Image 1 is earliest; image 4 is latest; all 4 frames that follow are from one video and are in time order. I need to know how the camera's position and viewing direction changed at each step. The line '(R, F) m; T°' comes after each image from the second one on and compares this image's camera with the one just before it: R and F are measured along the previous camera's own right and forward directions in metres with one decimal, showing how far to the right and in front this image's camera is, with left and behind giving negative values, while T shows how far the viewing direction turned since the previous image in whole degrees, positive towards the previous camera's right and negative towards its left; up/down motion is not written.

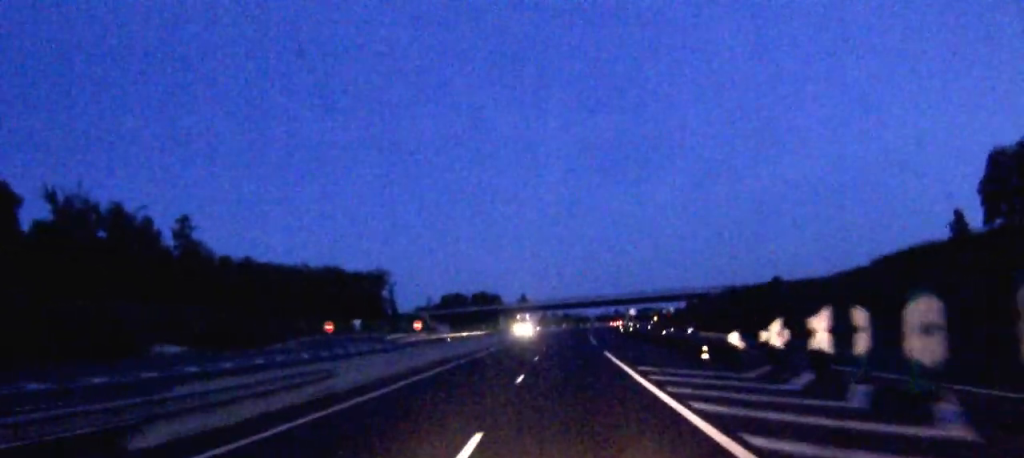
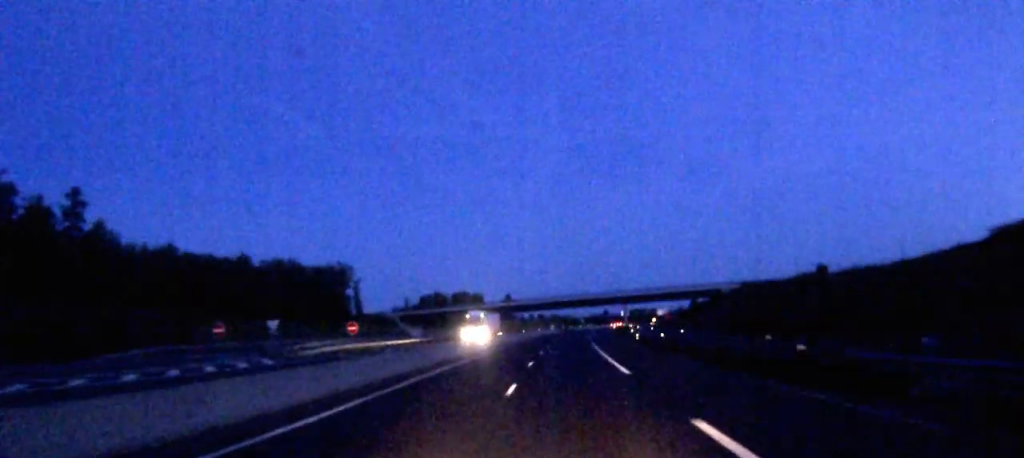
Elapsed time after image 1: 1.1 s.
(+0.2, +28.7) m; +1°
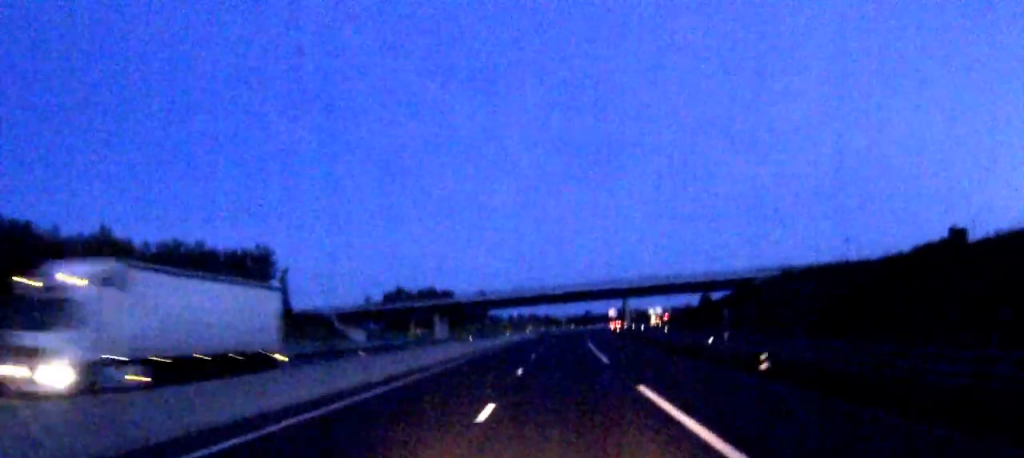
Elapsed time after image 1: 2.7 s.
(+0.7, +44.0) m; +2°
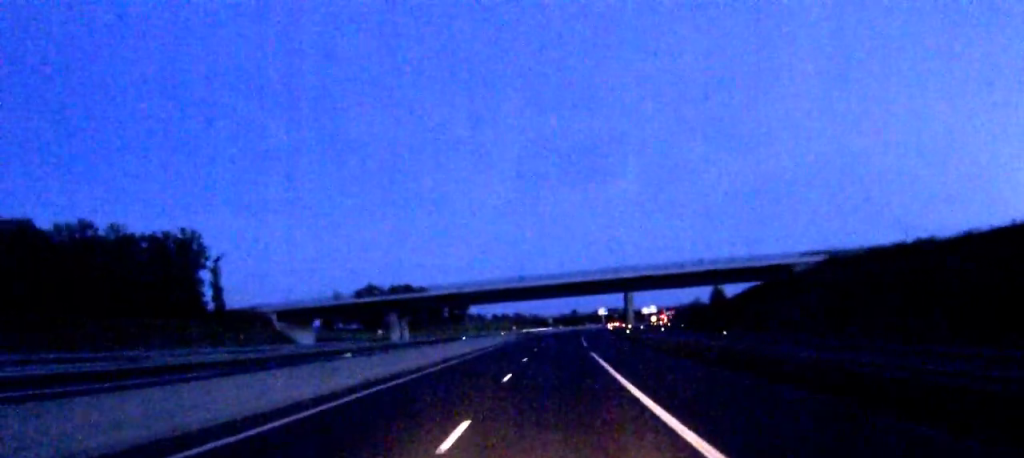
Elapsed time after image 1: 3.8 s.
(+0.2, +28.7) m; +1°
